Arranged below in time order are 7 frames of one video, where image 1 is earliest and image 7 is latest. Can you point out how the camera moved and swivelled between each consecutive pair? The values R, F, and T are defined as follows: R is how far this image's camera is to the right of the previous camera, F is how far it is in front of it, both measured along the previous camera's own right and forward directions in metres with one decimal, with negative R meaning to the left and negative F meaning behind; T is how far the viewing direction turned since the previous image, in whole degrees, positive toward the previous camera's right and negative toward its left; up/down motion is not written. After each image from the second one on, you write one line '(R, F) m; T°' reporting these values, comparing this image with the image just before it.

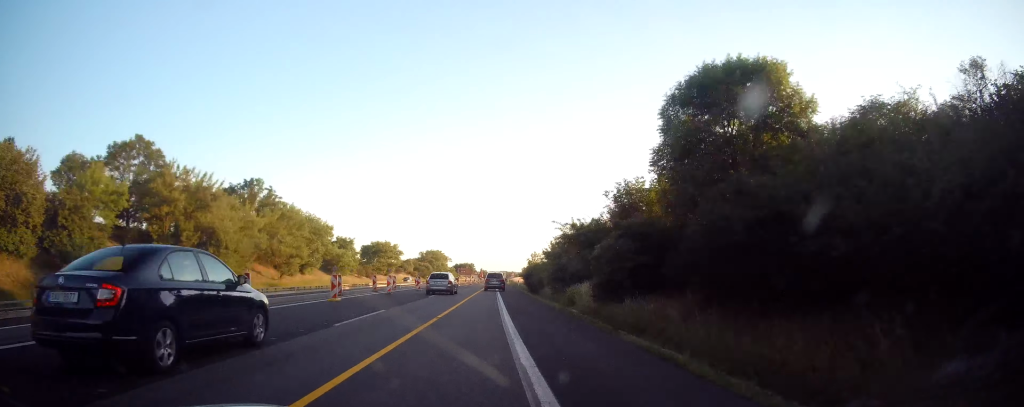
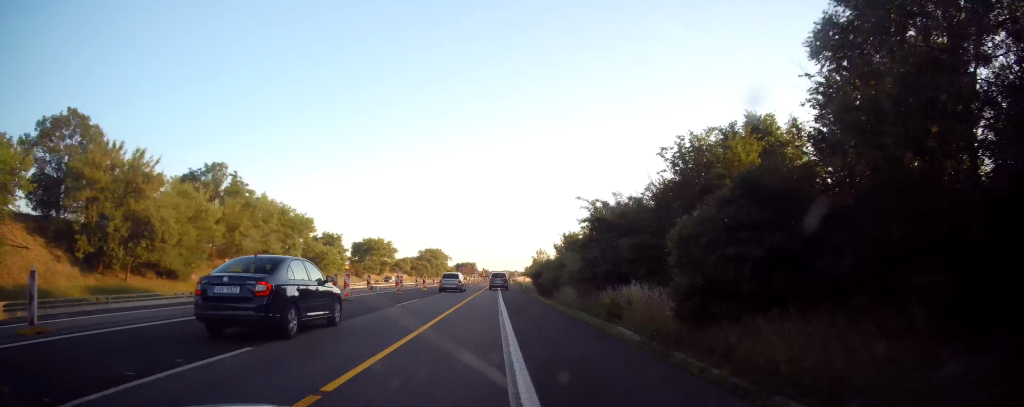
(+0.1, +10.1) m; 0°
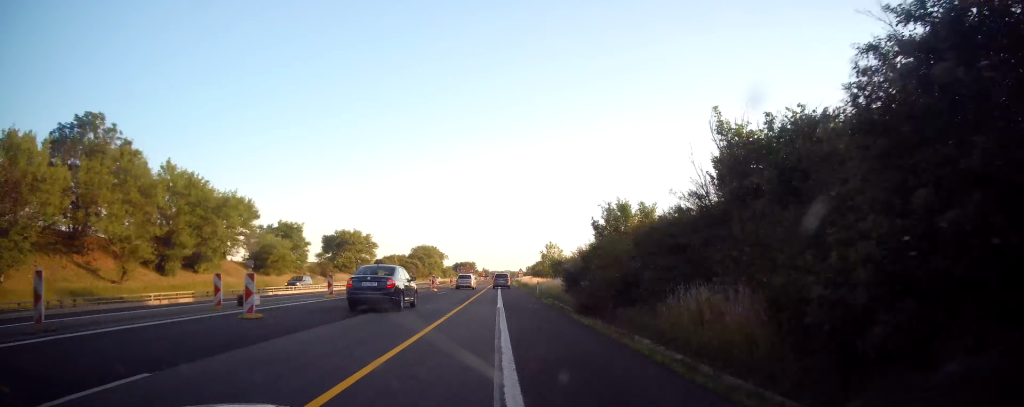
(-0.2, +20.7) m; 0°
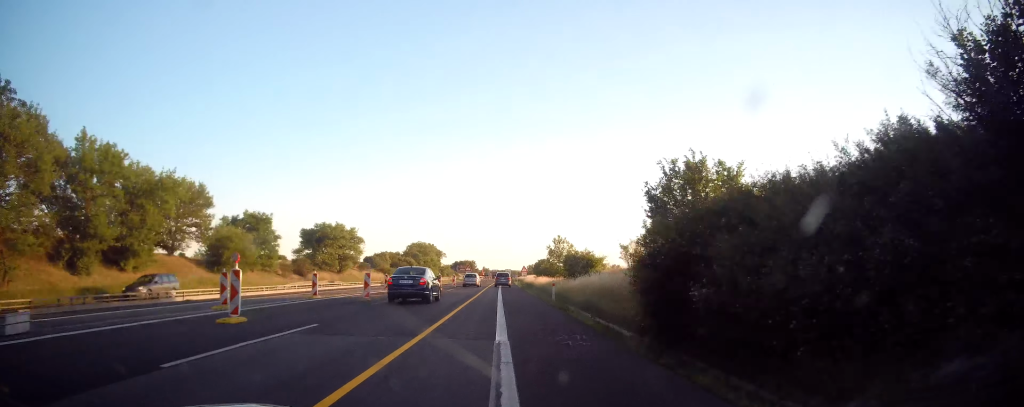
(+0.1, +11.3) m; 0°
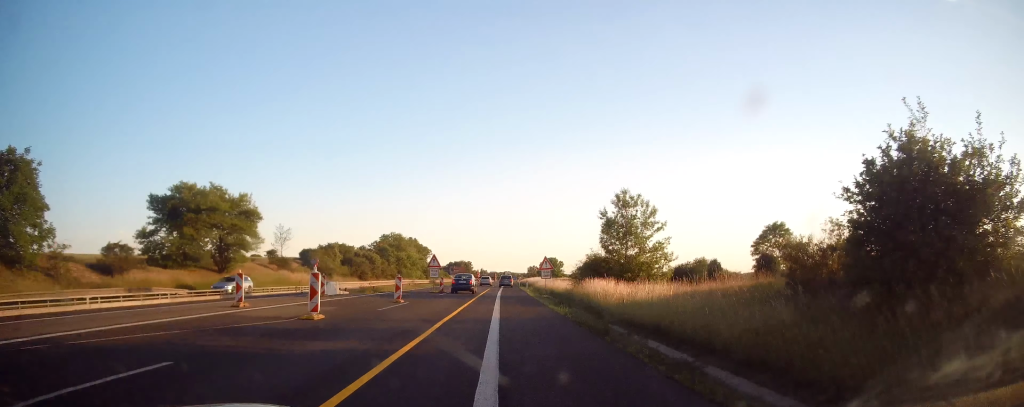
(-0.4, +41.1) m; 0°
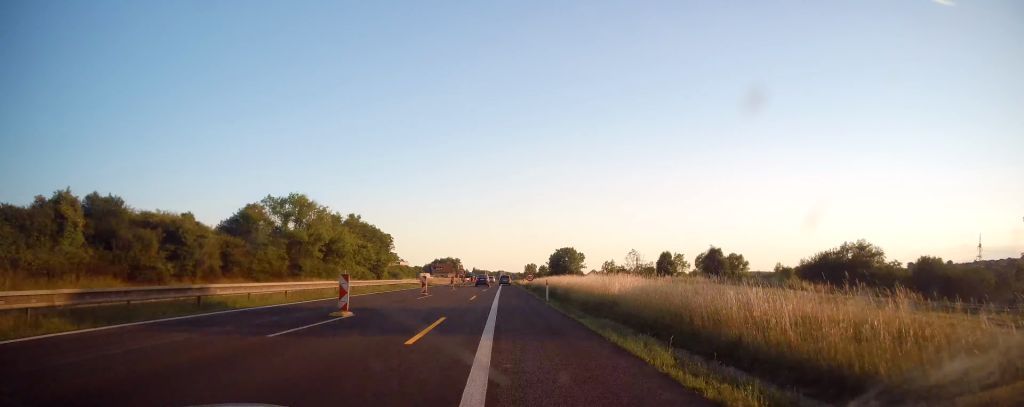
(+0.5, +62.1) m; 0°
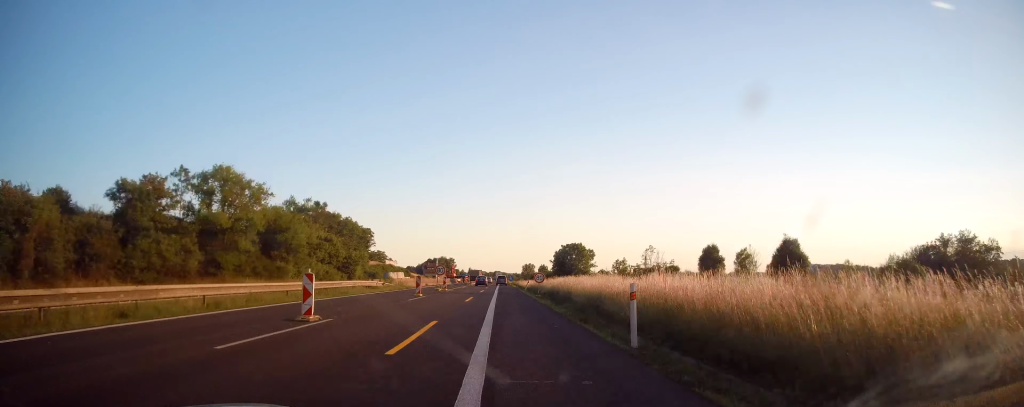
(+0.2, +19.5) m; +1°
